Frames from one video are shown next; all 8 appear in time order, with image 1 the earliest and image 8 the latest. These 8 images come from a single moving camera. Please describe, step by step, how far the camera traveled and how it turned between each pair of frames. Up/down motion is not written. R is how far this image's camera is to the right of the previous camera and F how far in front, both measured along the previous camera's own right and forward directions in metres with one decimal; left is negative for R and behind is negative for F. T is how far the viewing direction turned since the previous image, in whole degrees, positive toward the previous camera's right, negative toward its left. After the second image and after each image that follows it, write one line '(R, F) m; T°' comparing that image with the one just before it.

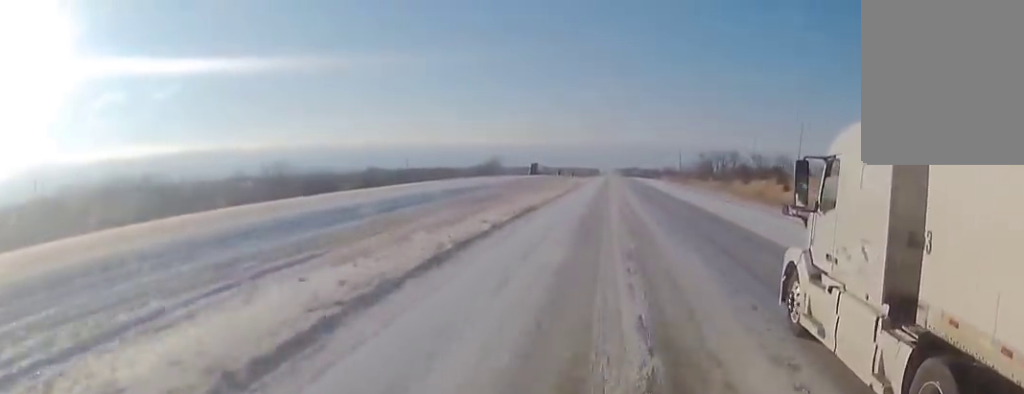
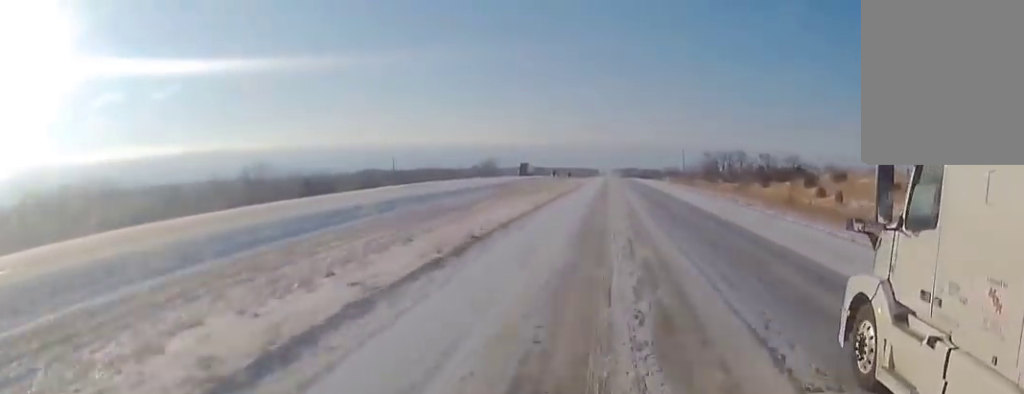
(0.0, +15.3) m; 0°
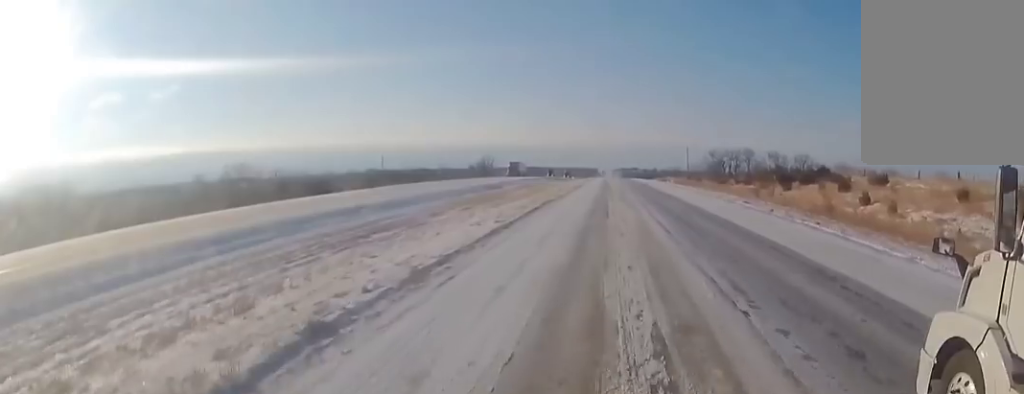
(-0.1, +13.1) m; 0°
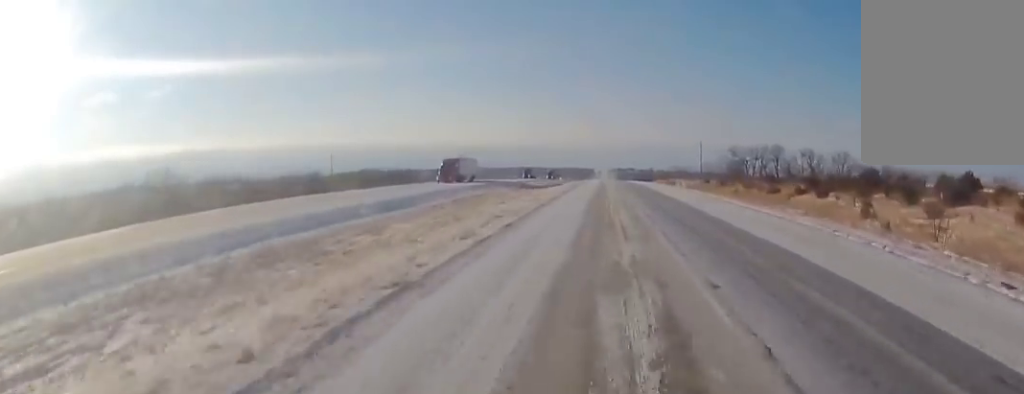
(+0.7, +43.0) m; +1°
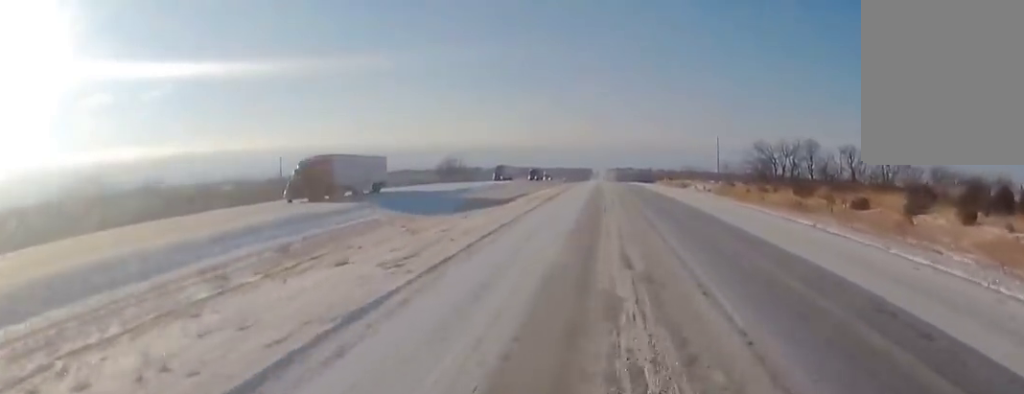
(-0.2, +33.0) m; -1°
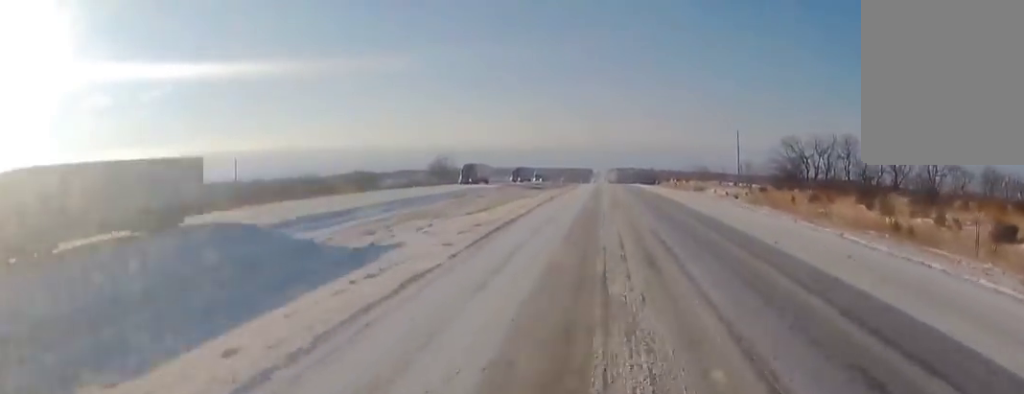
(0.0, +22.3) m; 0°
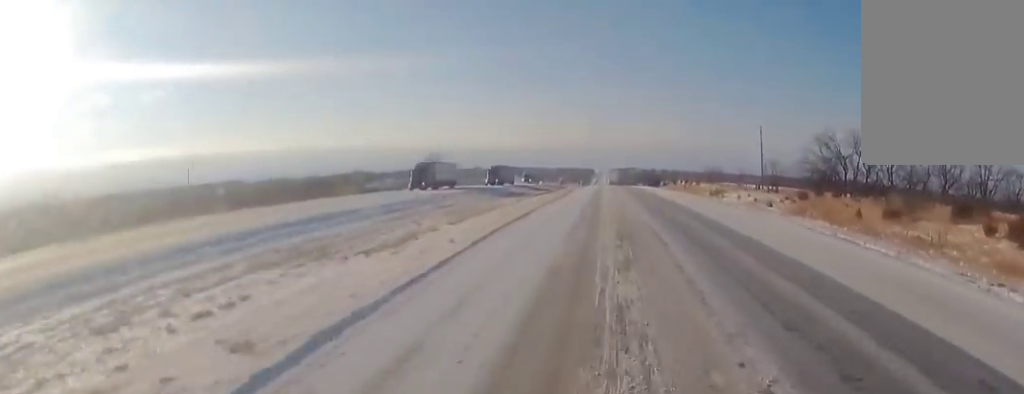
(-0.1, +20.2) m; 0°
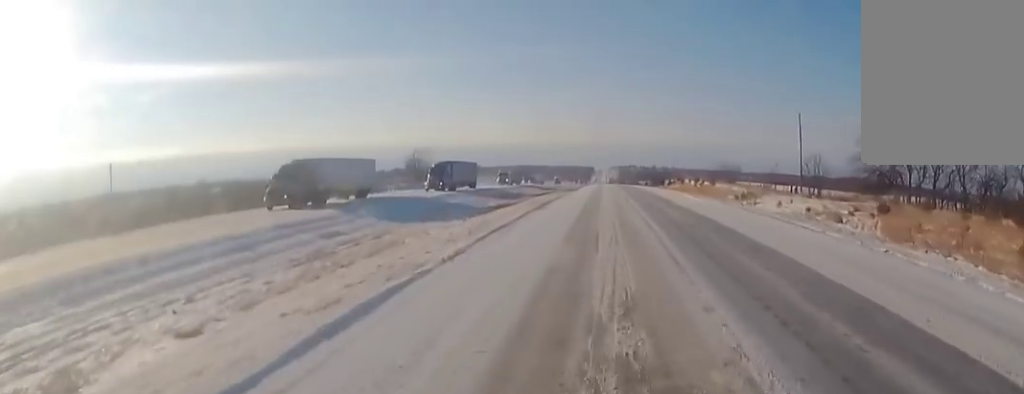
(+0.1, +23.2) m; 0°
